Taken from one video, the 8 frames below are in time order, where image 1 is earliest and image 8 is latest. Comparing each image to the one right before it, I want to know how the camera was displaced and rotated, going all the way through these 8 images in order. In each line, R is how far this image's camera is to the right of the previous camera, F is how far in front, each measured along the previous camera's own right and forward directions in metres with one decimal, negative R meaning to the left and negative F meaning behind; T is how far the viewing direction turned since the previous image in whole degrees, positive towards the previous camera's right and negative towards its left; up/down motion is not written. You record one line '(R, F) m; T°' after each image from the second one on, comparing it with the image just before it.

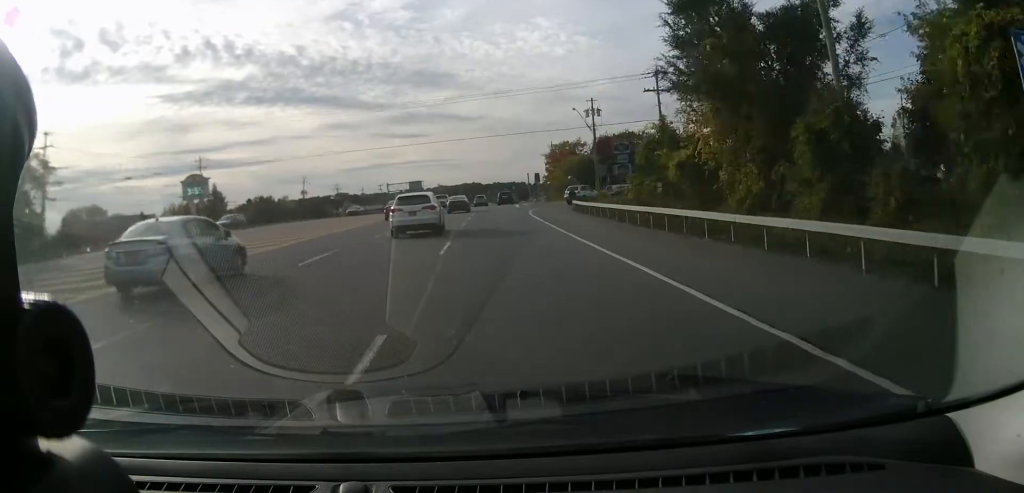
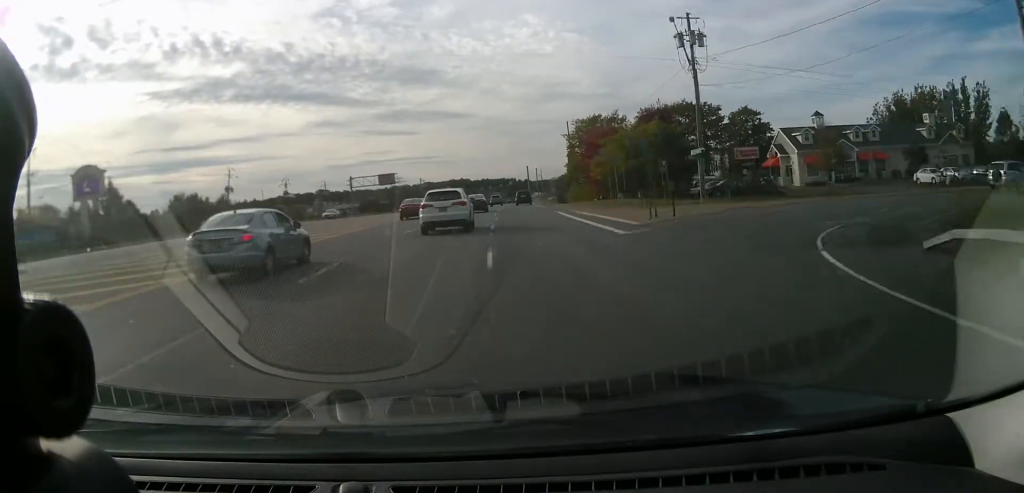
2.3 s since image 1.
(+0.3, +39.6) m; +2°
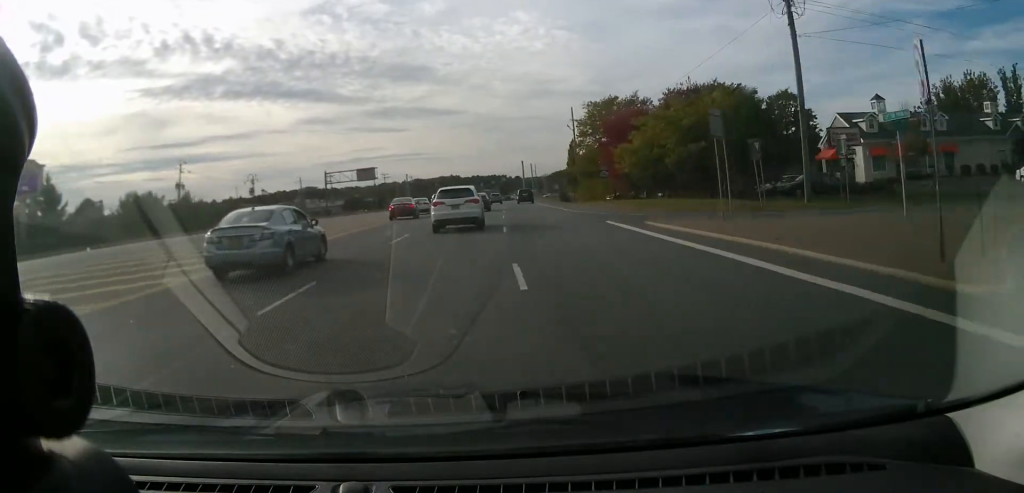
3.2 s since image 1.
(+0.4, +15.4) m; +2°
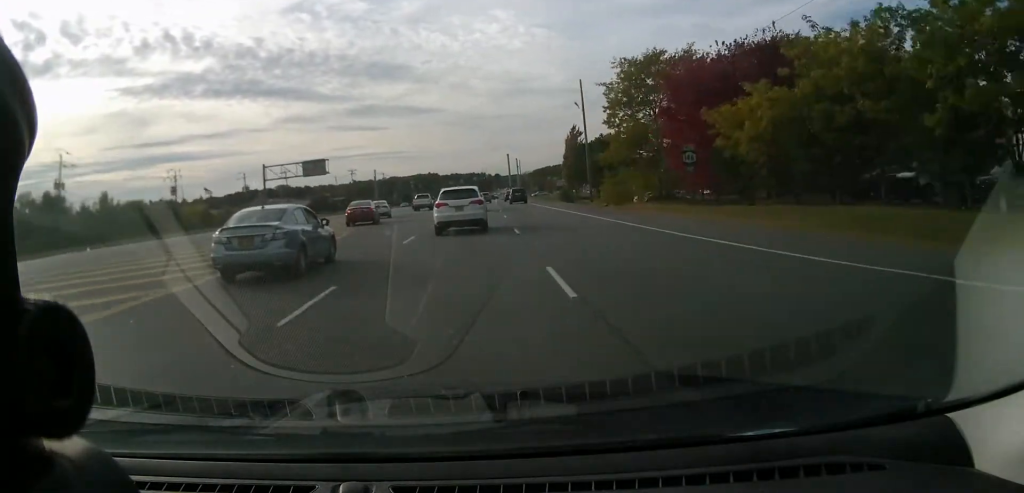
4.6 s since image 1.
(+0.2, +25.3) m; 0°
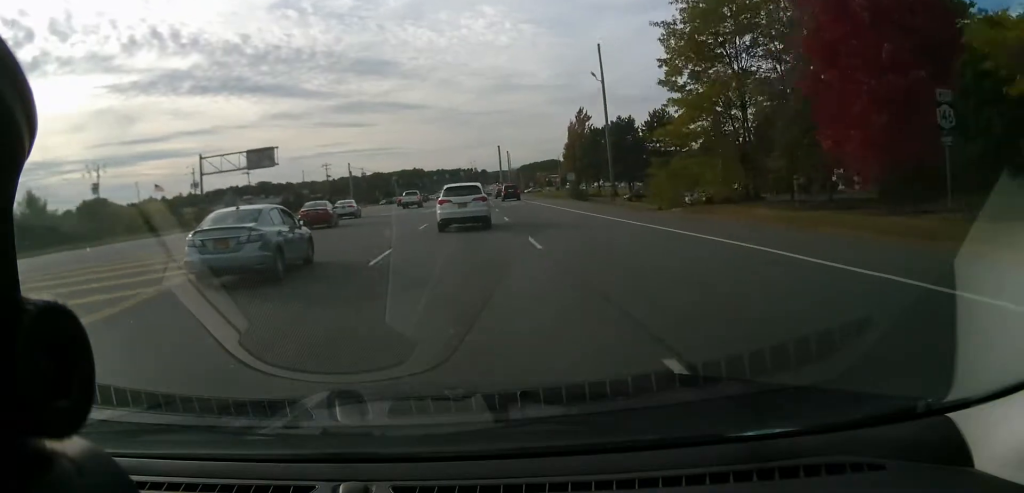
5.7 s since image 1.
(0.0, +19.0) m; 0°
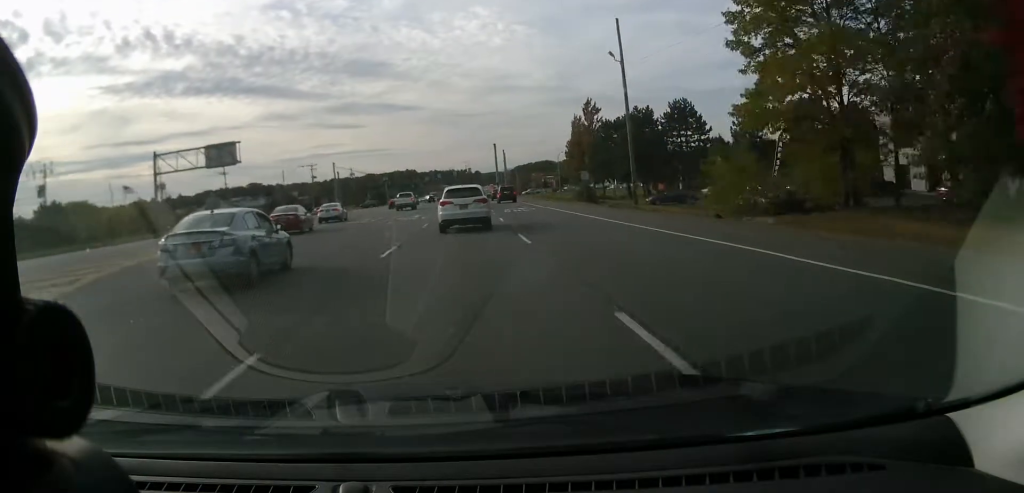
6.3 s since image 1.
(-0.1, +10.7) m; 0°
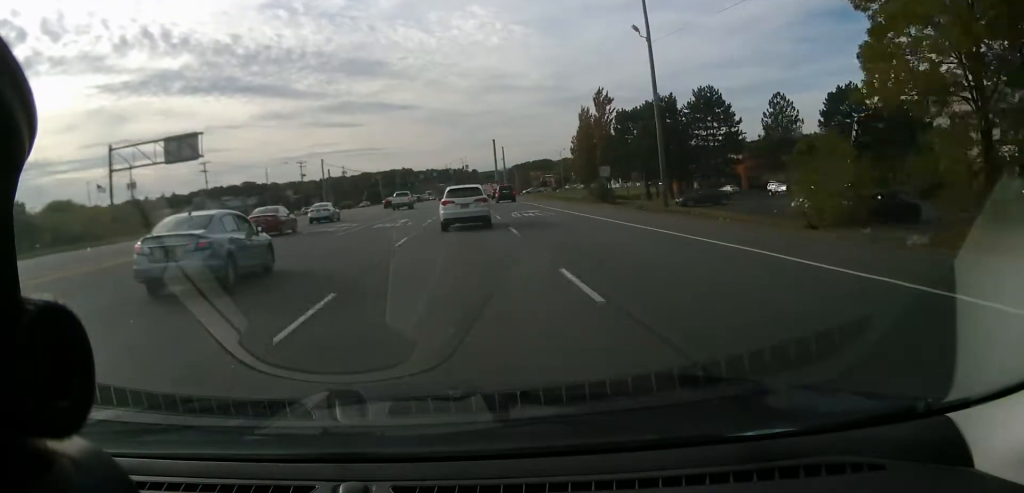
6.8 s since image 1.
(+0.1, +8.8) m; 0°
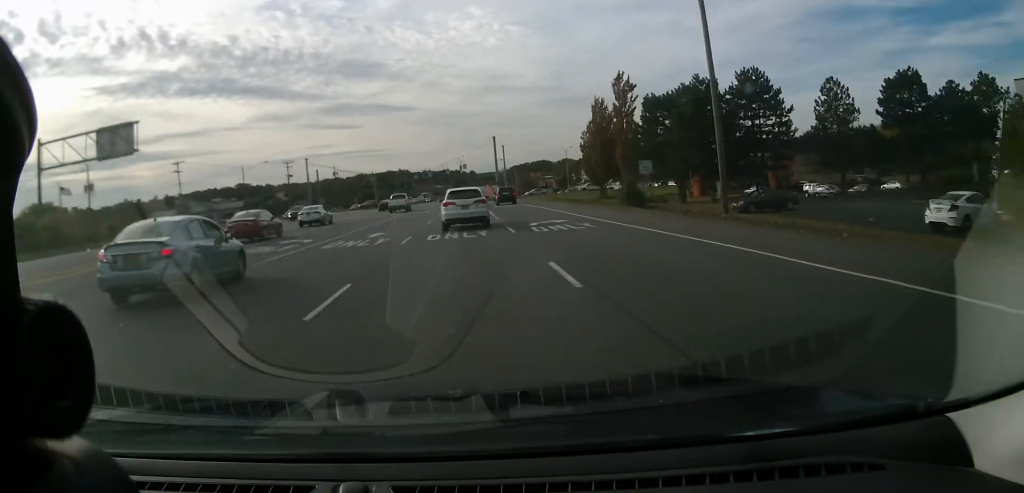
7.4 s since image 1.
(+0.1, +11.0) m; 0°
